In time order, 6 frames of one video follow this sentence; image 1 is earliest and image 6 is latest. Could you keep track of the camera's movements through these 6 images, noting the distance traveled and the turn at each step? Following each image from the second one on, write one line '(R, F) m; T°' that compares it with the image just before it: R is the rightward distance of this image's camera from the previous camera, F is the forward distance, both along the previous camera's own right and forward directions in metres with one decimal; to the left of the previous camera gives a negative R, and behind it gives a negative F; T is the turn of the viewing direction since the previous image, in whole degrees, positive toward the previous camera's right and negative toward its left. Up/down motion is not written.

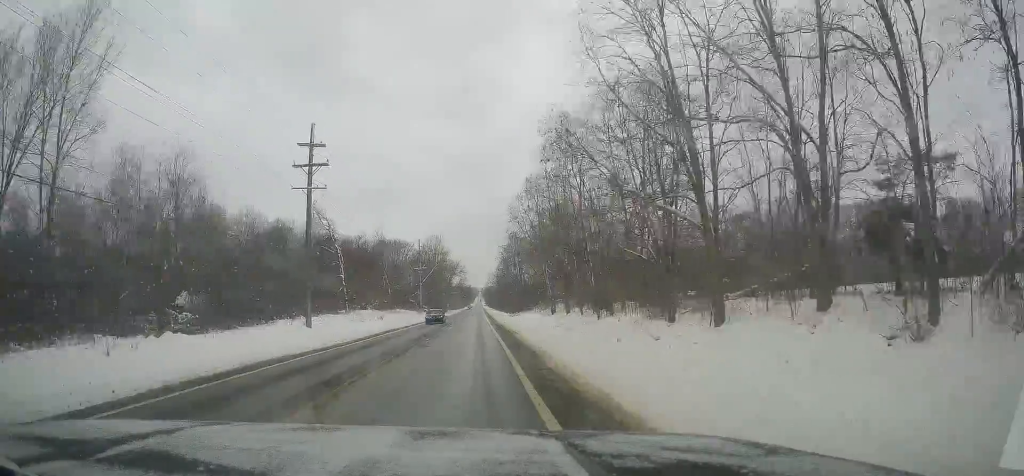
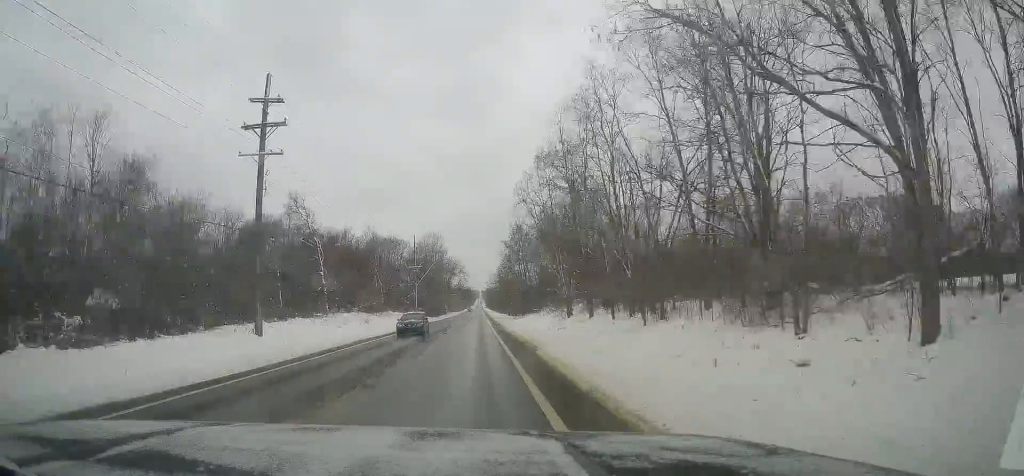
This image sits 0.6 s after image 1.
(0.0, +11.1) m; 0°
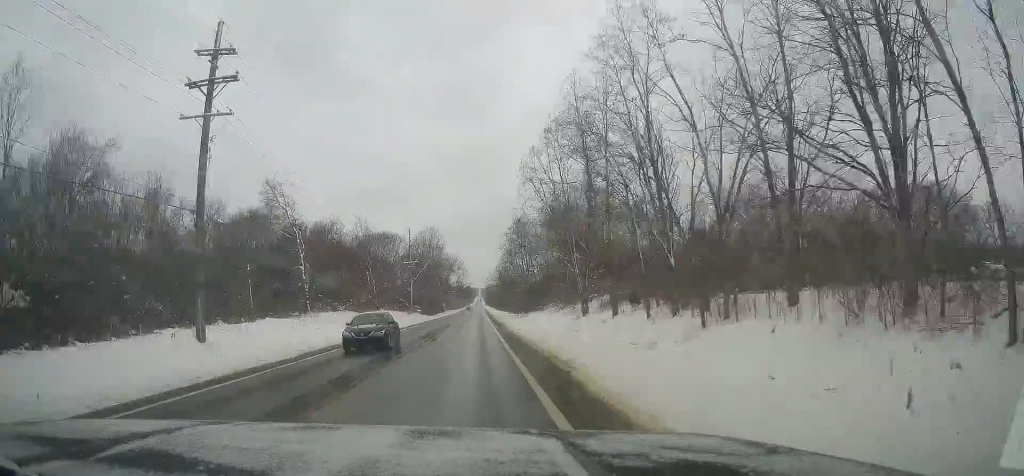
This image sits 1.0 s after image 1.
(0.0, +8.0) m; +1°
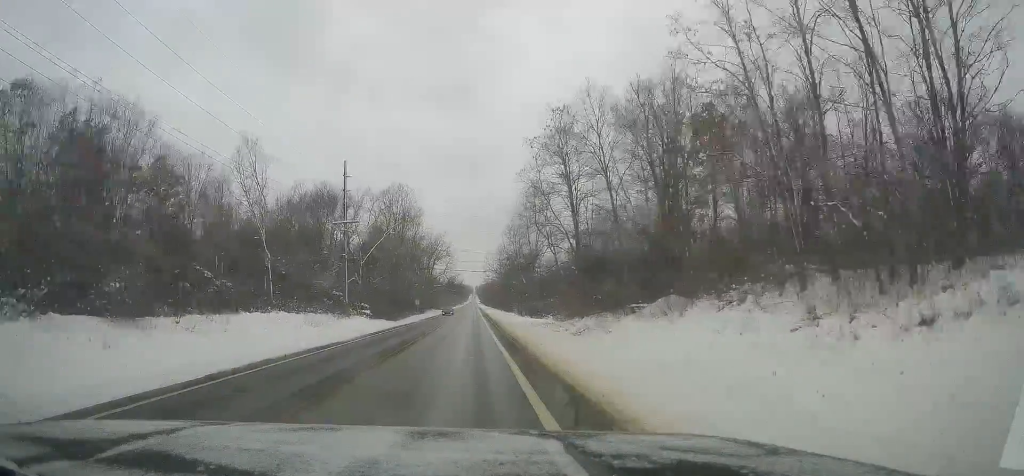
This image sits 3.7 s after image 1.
(+0.3, +56.2) m; 0°
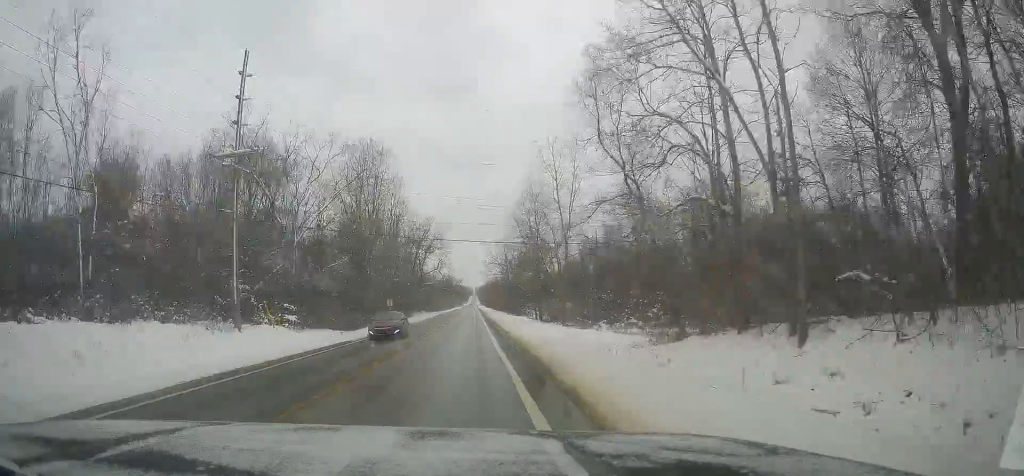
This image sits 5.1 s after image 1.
(+0.6, +31.3) m; +2°
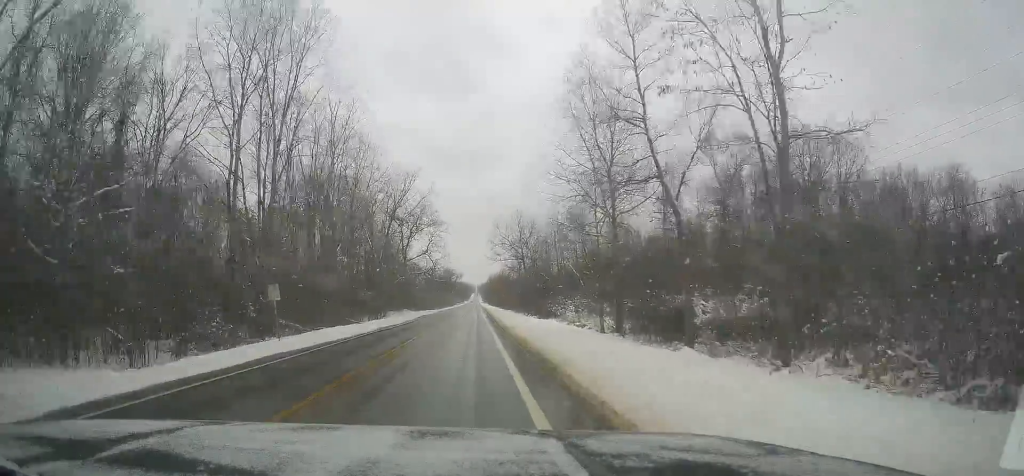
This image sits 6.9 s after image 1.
(+0.3, +39.5) m; 0°
